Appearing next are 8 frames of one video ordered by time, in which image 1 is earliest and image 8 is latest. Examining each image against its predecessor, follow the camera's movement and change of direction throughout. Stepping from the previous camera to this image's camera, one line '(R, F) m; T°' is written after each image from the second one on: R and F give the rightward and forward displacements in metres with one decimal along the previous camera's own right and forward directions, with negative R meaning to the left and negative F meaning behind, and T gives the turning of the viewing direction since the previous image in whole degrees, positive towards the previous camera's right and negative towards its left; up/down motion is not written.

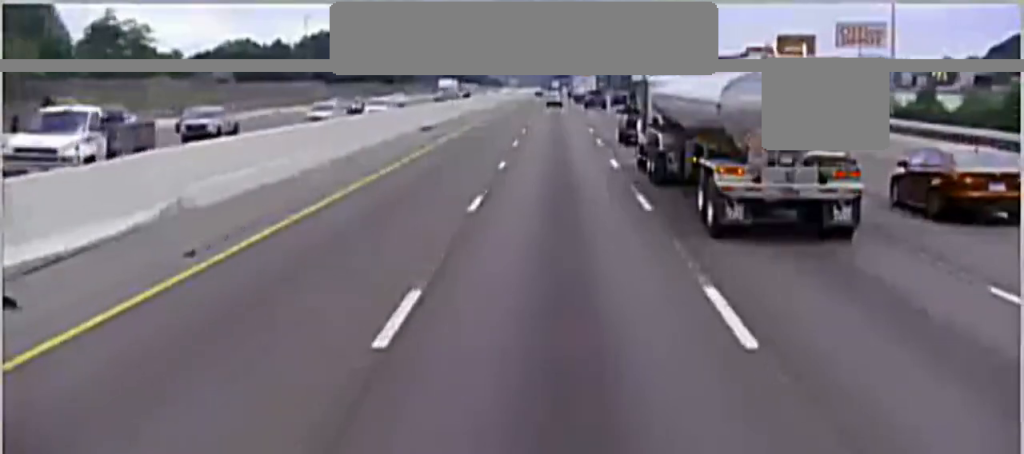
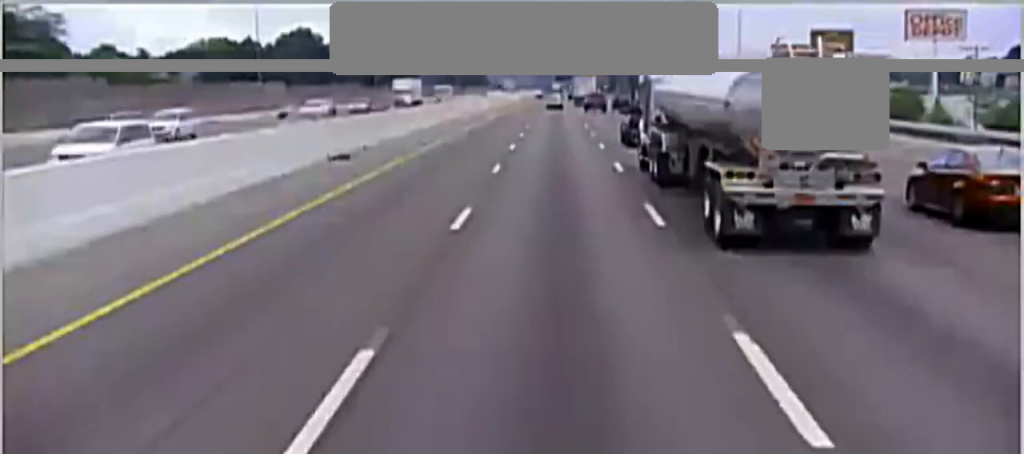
(+0.2, +27.7) m; 0°
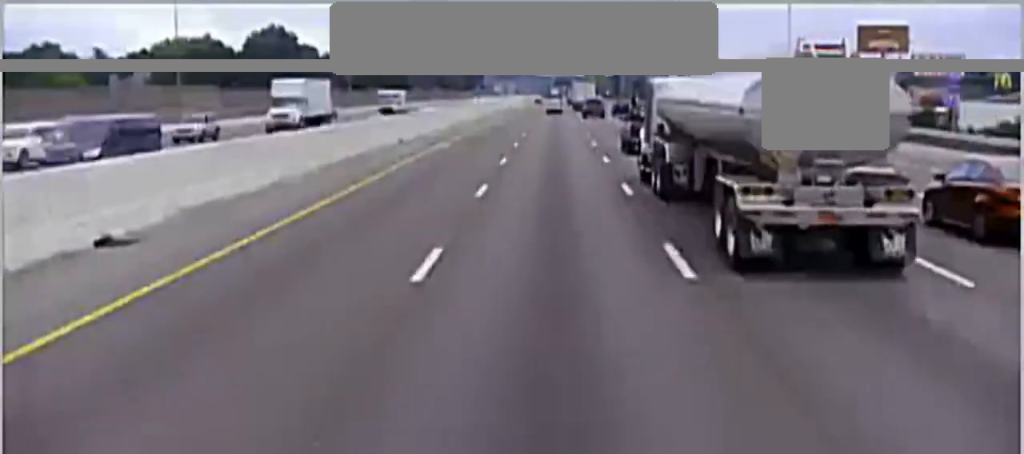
(-0.2, +29.6) m; 0°
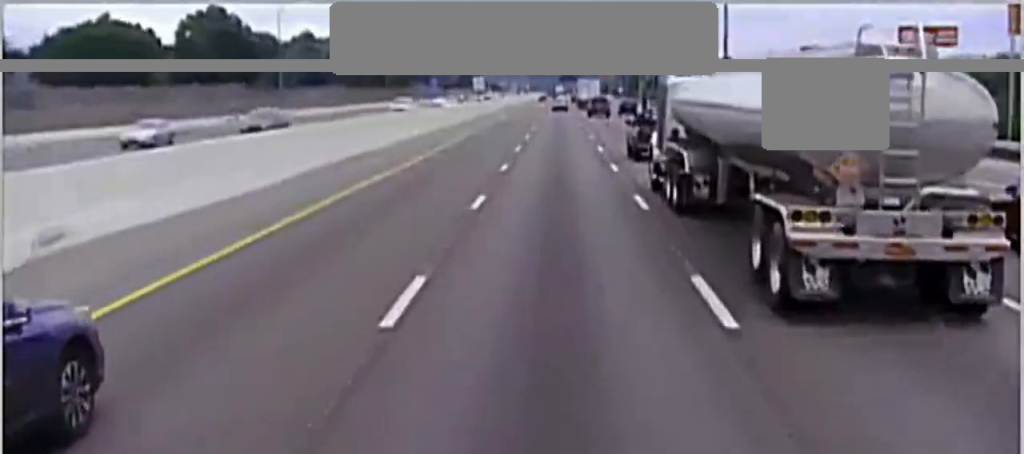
(+0.3, +52.8) m; 0°
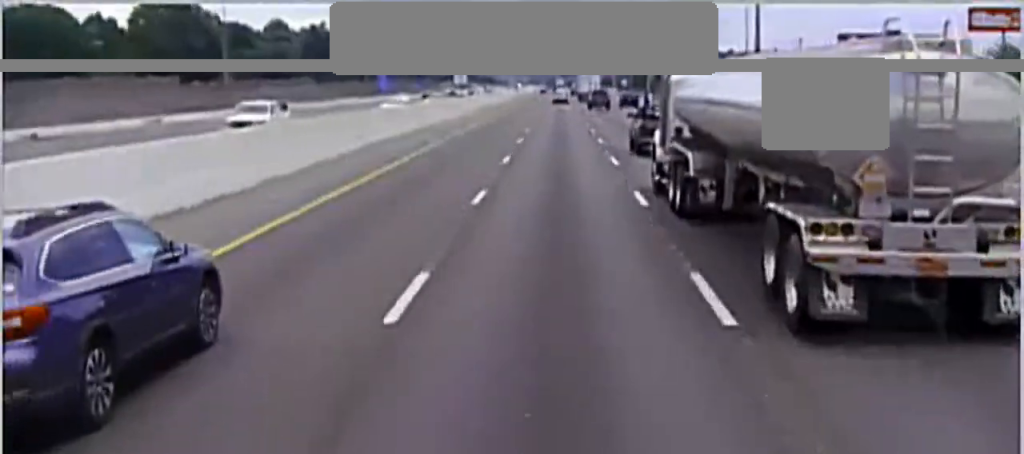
(0.0, +24.4) m; 0°
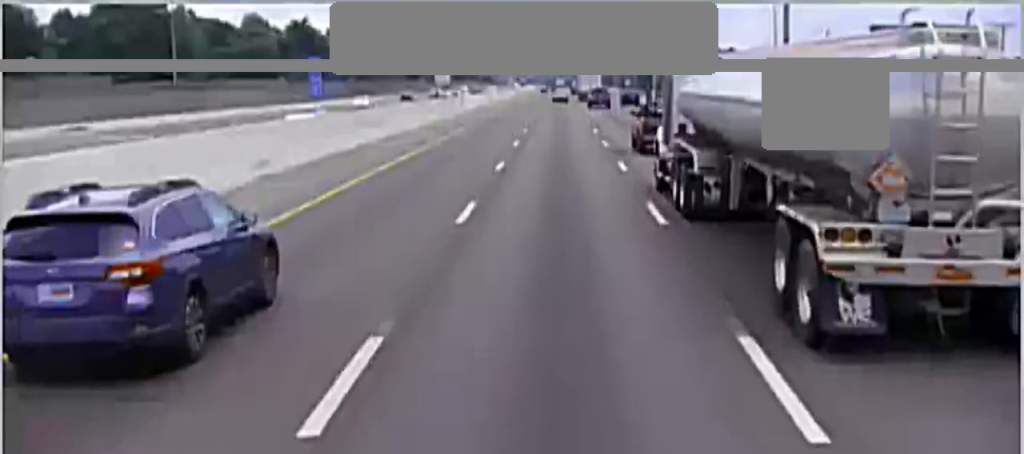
(0.0, +16.2) m; 0°
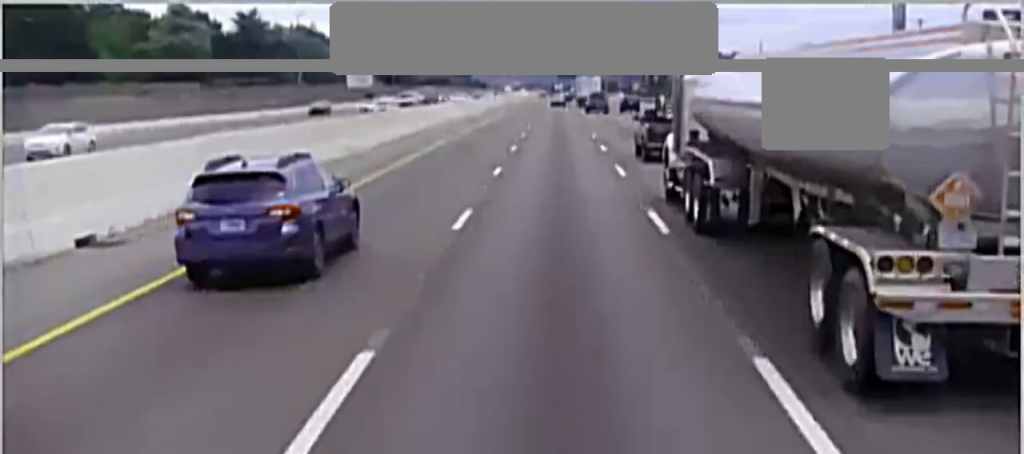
(0.0, +37.5) m; 0°
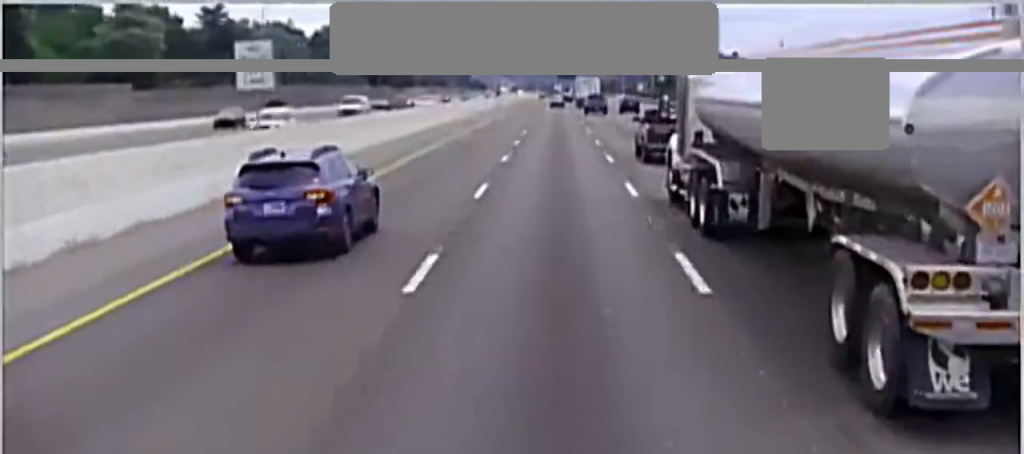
(+0.1, +18.2) m; 0°
